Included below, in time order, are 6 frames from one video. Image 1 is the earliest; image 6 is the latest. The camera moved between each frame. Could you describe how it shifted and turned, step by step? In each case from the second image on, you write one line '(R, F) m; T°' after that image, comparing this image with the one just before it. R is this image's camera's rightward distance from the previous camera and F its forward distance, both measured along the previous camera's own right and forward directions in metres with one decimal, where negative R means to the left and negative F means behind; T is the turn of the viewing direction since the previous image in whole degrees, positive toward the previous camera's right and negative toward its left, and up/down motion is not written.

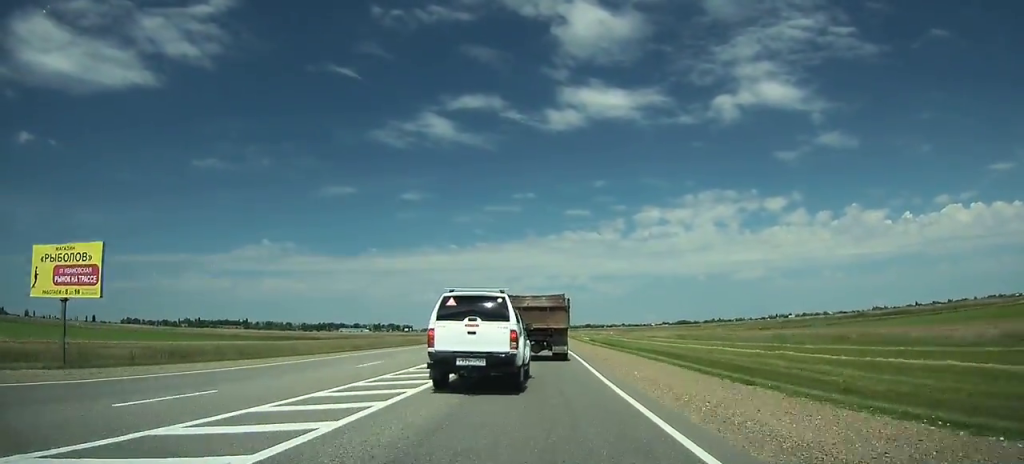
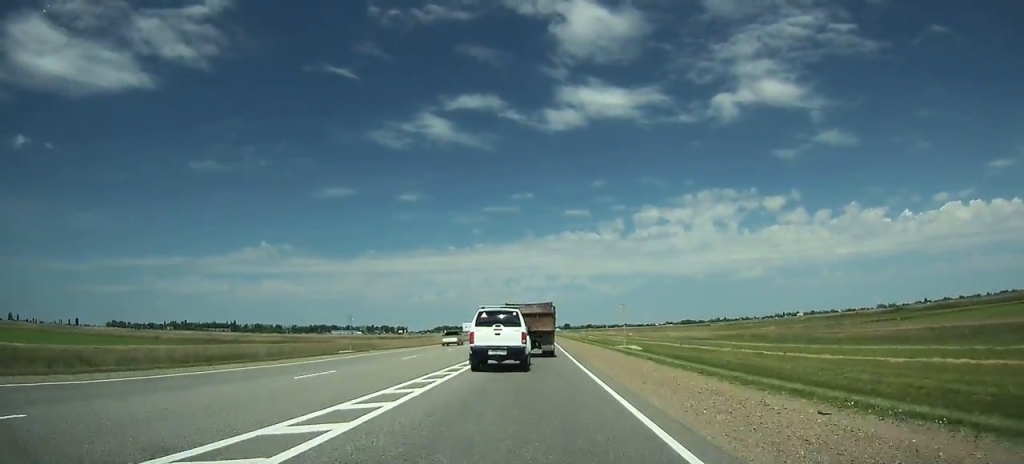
(0.0, +55.3) m; 0°
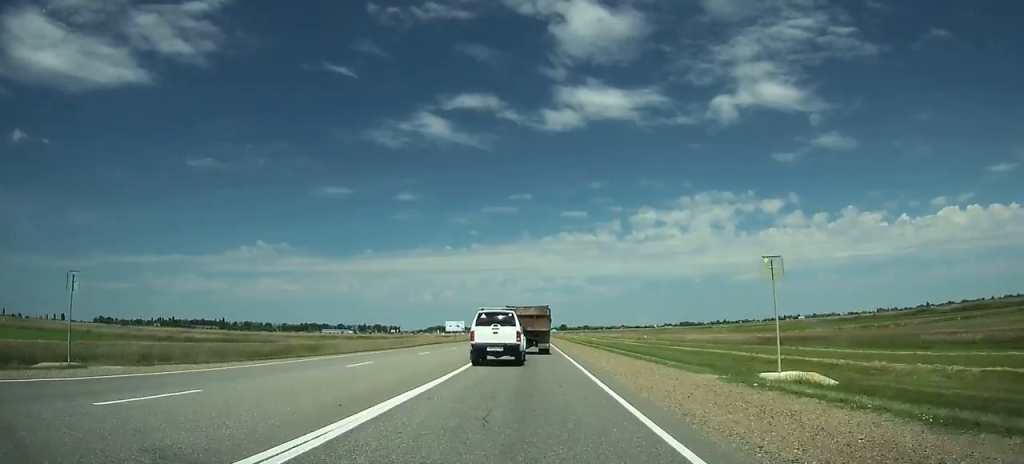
(0.0, +31.8) m; 0°
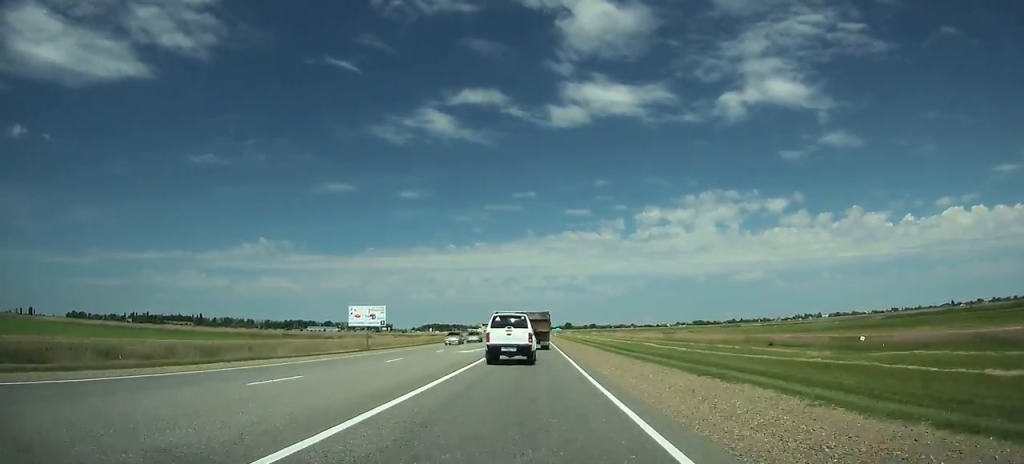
(-0.2, +101.1) m; 0°
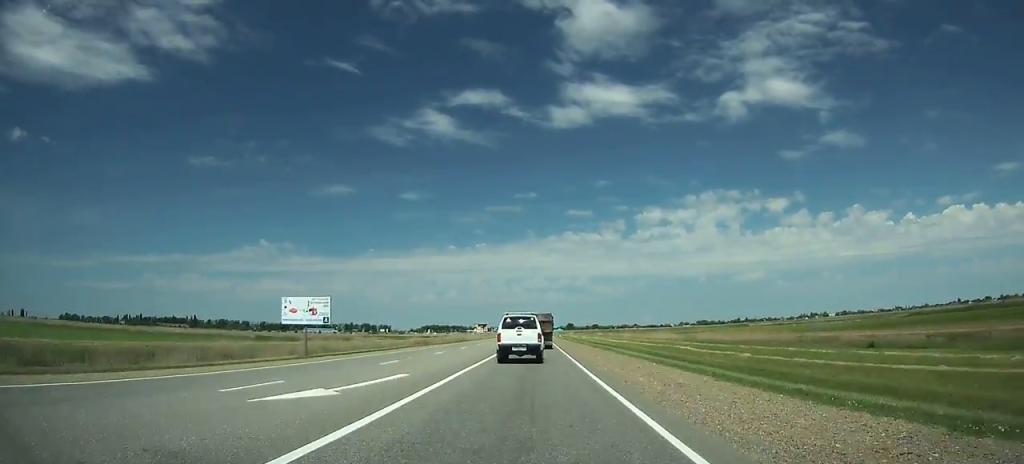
(+0.1, +26.1) m; 0°
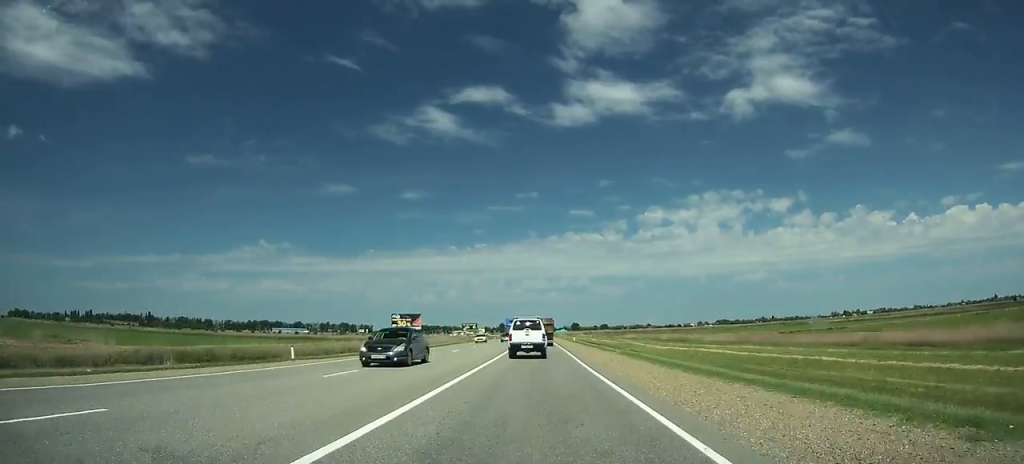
(-0.4, +148.9) m; 0°
